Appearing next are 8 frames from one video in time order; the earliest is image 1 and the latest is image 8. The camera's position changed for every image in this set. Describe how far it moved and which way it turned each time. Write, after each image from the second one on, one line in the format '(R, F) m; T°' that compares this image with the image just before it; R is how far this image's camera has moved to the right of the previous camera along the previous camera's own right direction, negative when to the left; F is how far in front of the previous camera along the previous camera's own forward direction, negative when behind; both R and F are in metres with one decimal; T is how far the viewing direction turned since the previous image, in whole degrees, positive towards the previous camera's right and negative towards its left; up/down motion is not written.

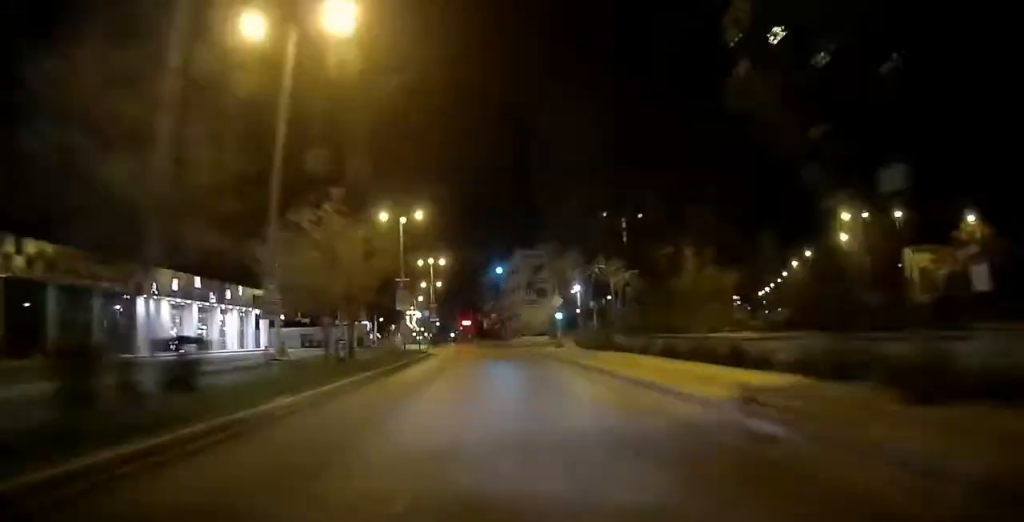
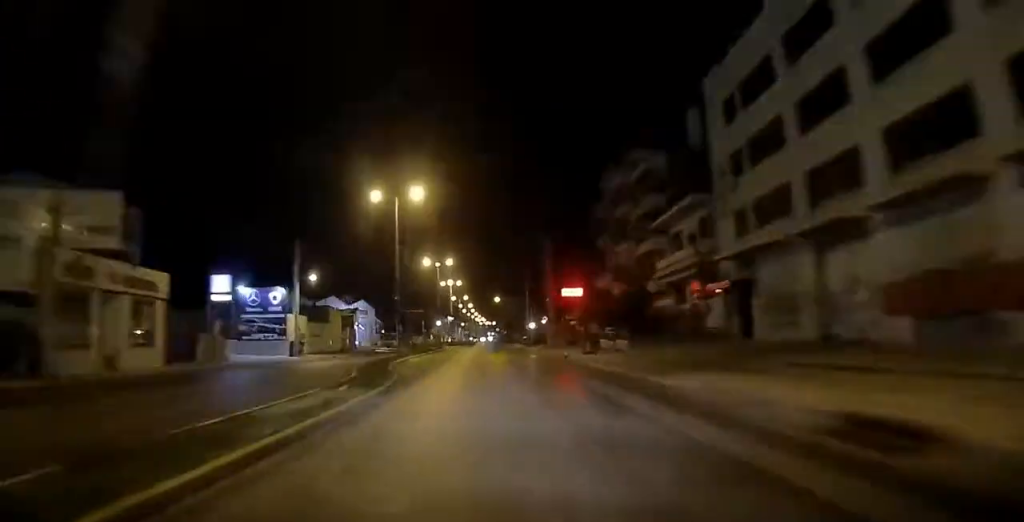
(-5.7, +108.8) m; -4°
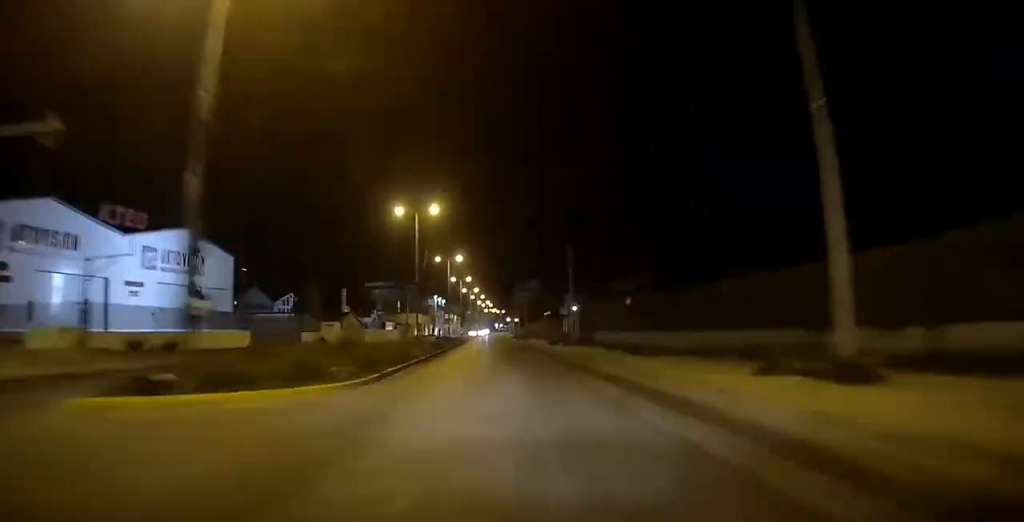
(-2.0, +87.6) m; -1°
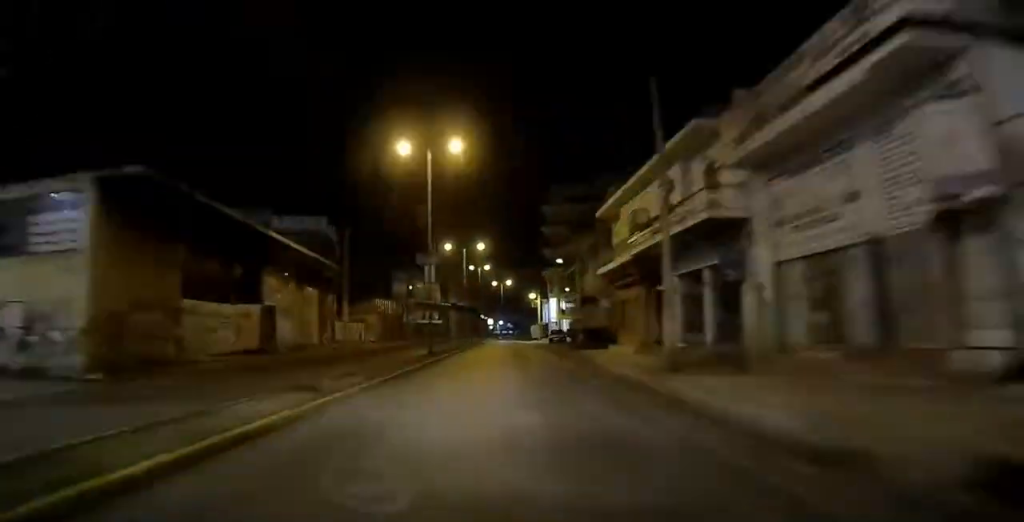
(+1.2, +186.1) m; +6°
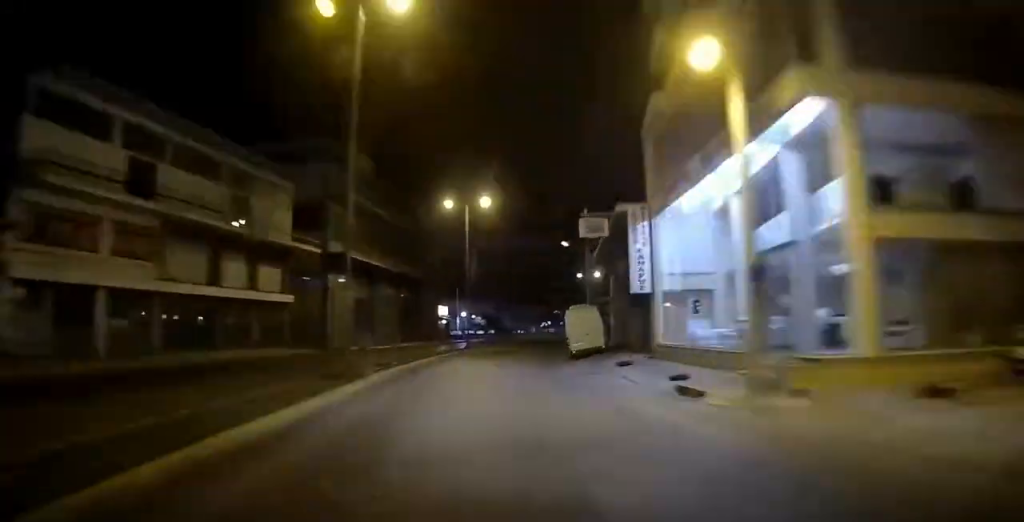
(+4.6, +67.1) m; +7°
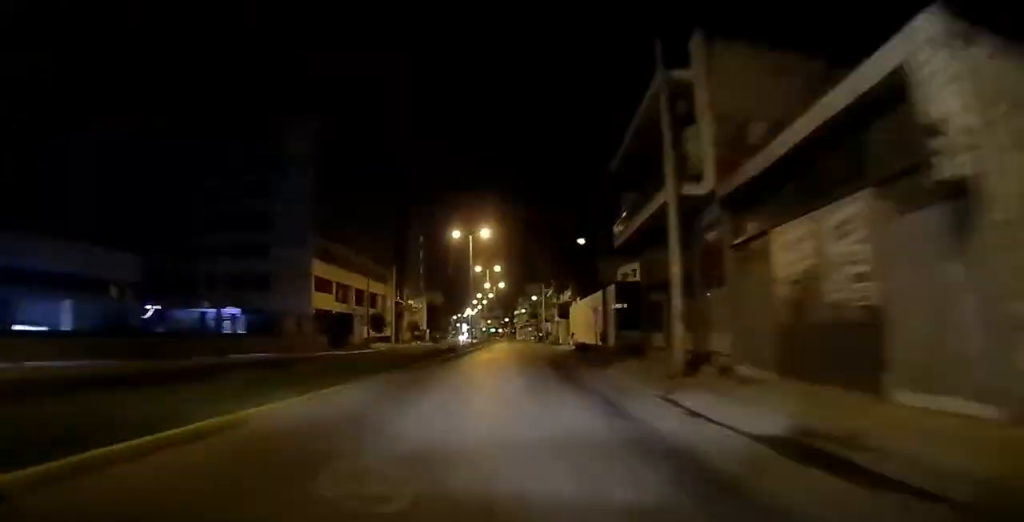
(+11.2, +97.6) m; +10°
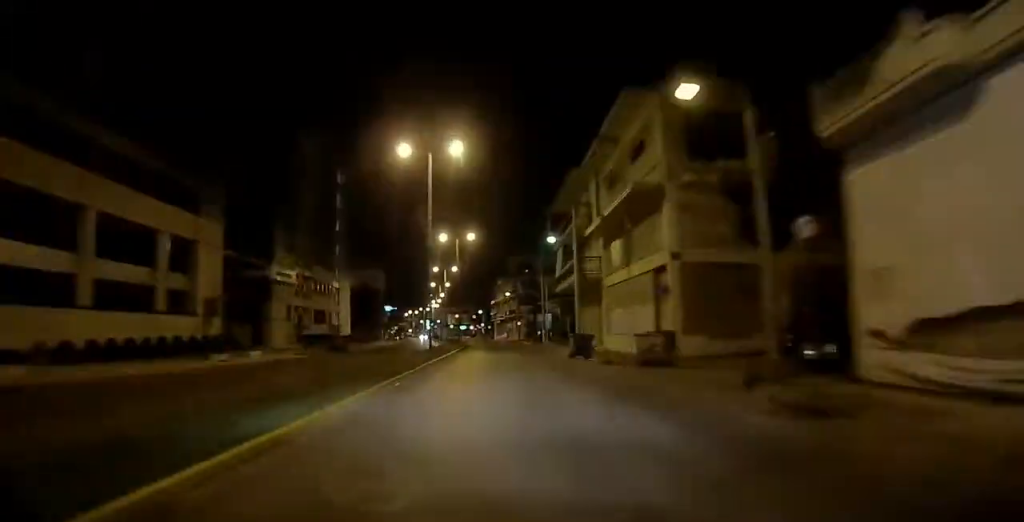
(+4.2, +55.5) m; +4°
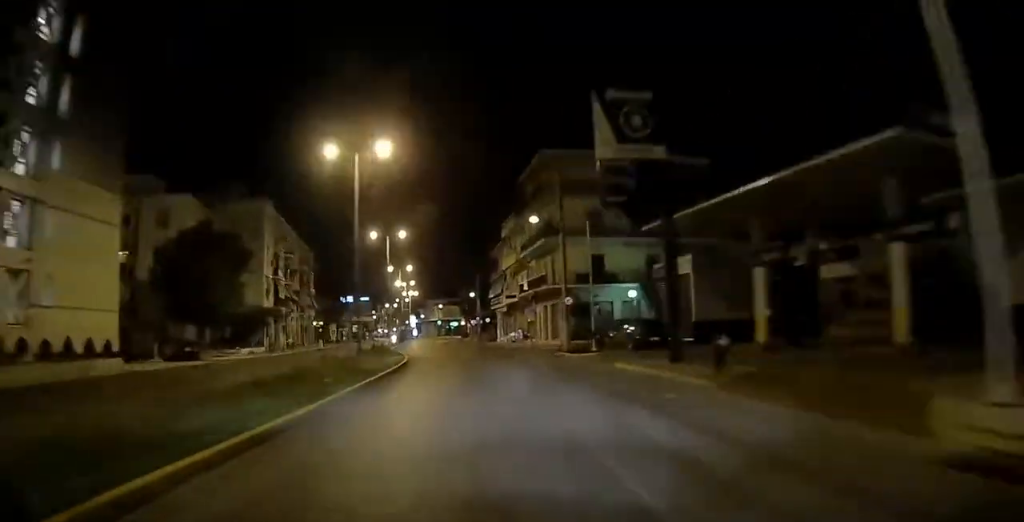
(-0.4, +57.8) m; -2°
